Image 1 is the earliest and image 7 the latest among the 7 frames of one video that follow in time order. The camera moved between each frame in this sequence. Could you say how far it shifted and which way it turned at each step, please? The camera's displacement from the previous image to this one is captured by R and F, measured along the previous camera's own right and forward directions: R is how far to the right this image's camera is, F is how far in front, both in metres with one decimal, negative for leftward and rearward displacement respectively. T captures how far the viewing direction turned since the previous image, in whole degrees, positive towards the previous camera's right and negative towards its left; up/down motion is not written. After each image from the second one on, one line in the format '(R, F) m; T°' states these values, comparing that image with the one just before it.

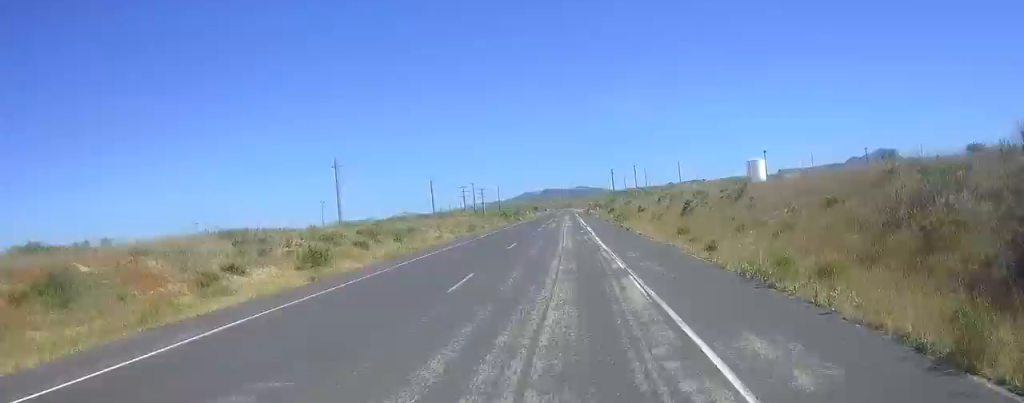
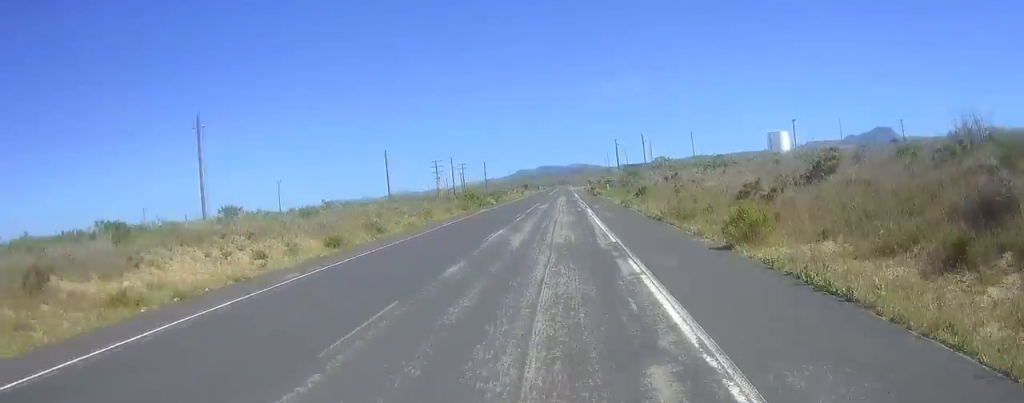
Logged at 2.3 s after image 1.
(-0.1, +35.2) m; 0°
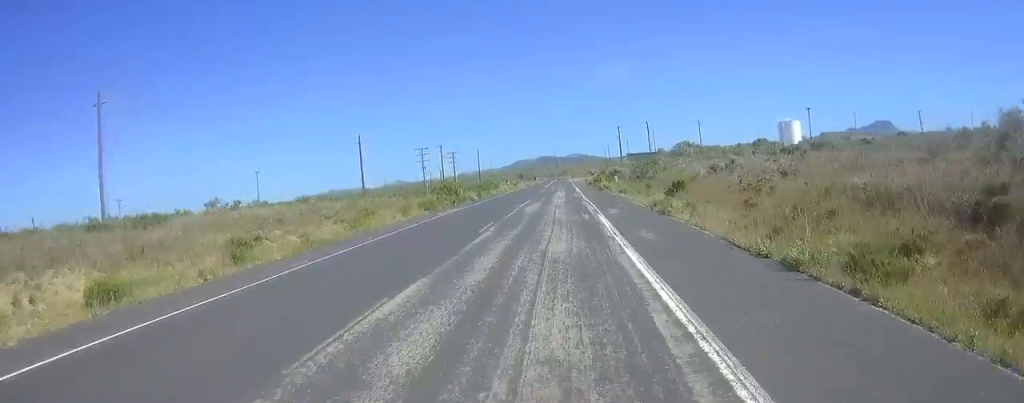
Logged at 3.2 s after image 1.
(0.0, +14.5) m; 0°
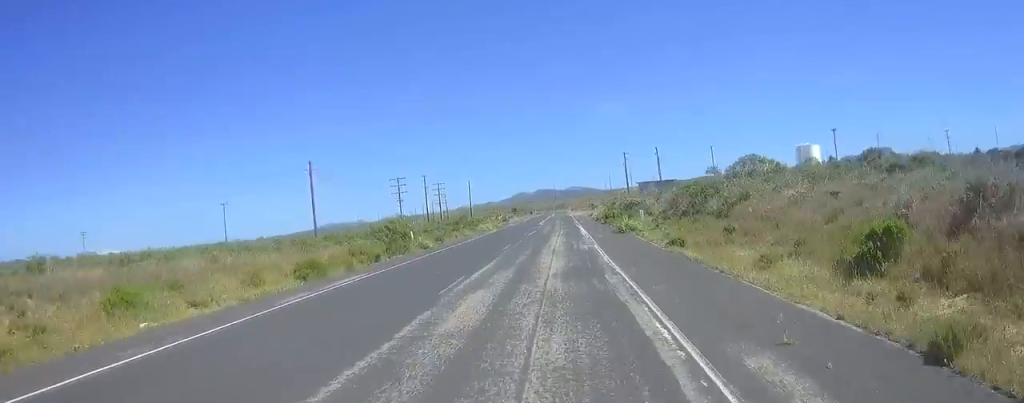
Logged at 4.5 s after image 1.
(0.0, +20.3) m; 0°
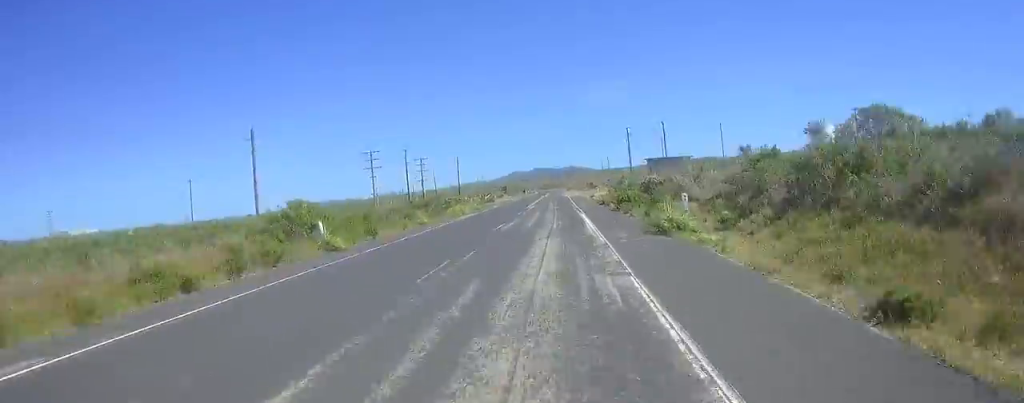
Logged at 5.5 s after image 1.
(0.0, +15.7) m; 0°
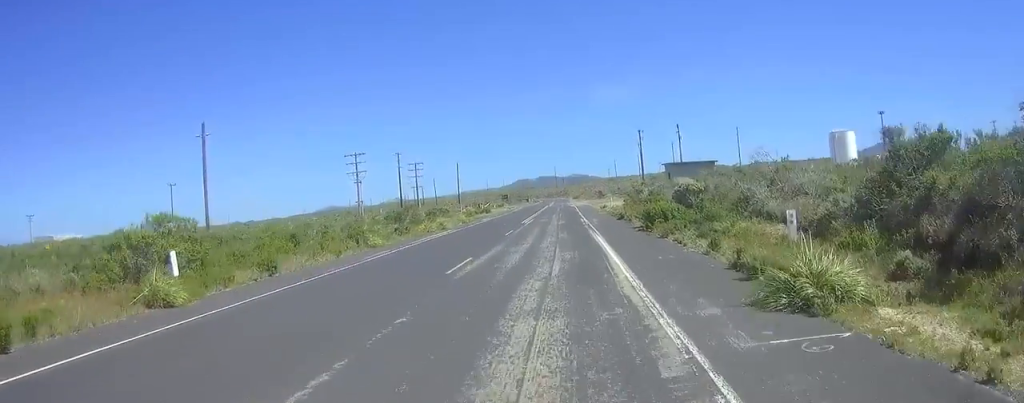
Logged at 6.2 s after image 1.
(0.0, +11.6) m; 0°
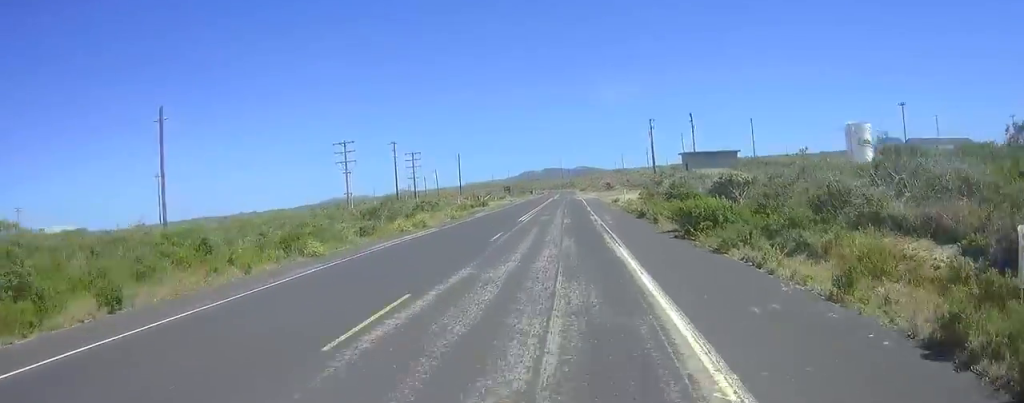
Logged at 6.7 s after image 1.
(0.0, +7.9) m; 0°
